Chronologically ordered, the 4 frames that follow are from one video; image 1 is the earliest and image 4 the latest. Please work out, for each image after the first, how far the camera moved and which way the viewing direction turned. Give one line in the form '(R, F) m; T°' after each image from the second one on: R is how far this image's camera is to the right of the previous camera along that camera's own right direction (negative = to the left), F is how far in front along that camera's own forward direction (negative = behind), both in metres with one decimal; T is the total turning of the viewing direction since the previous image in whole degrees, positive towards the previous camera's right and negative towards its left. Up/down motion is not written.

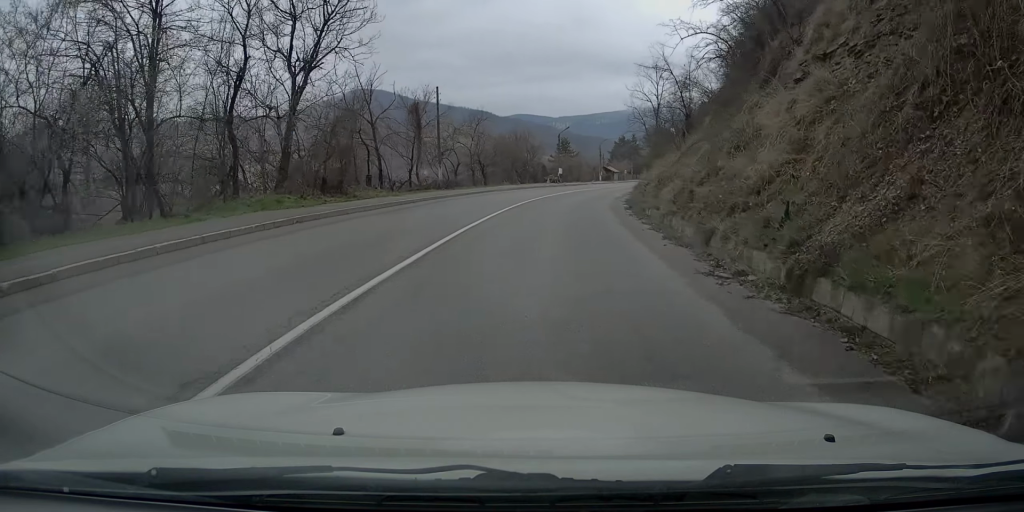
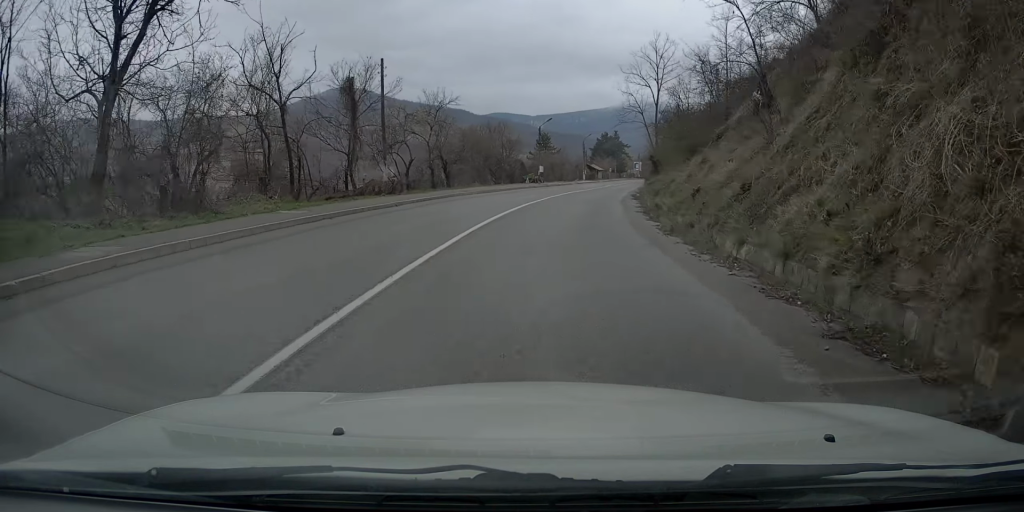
(+0.3, +10.6) m; +3°
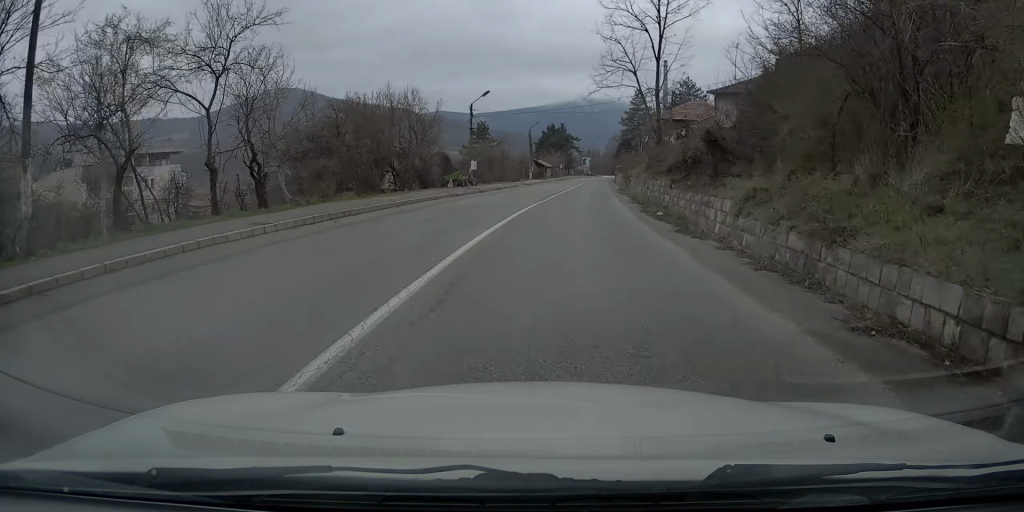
(+1.2, +21.8) m; +5°
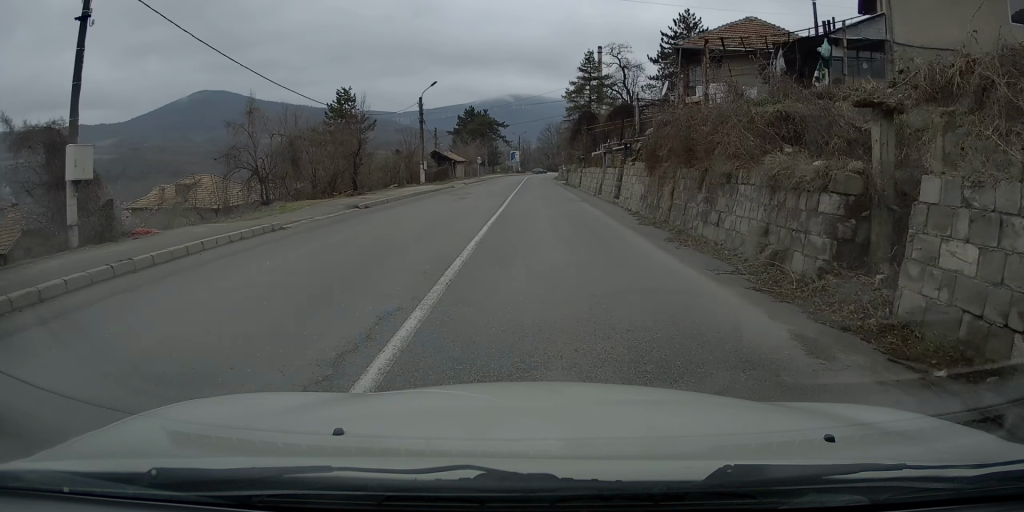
(+2.7, +38.4) m; +6°
